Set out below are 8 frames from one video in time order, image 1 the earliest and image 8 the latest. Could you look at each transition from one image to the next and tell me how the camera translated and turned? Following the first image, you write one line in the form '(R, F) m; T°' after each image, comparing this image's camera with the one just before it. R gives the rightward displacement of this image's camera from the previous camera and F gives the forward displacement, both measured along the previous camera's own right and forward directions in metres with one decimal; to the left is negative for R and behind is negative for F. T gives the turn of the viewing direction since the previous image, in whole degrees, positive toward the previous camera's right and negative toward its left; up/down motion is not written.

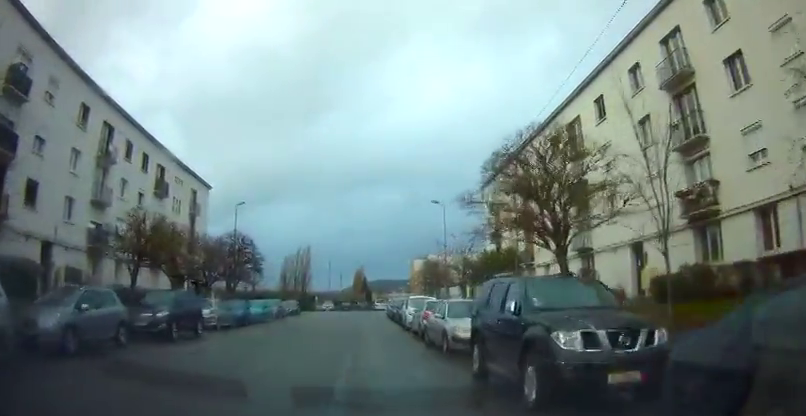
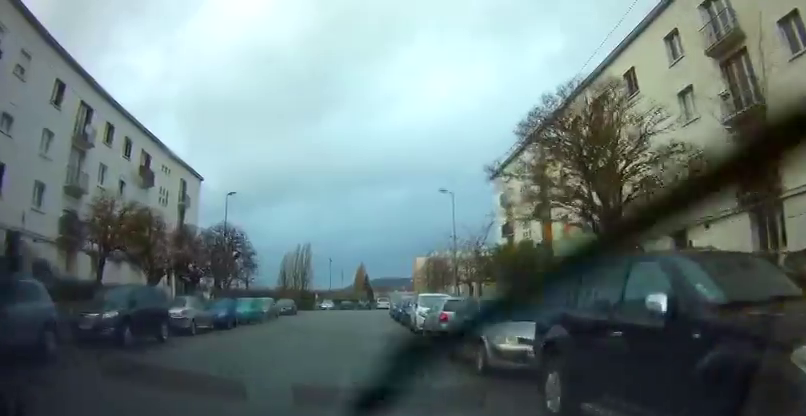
(0.0, +3.6) m; 0°
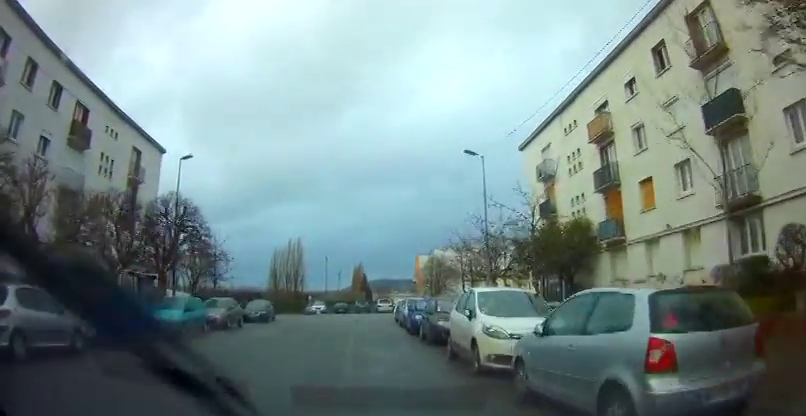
(+0.3, +10.2) m; +1°
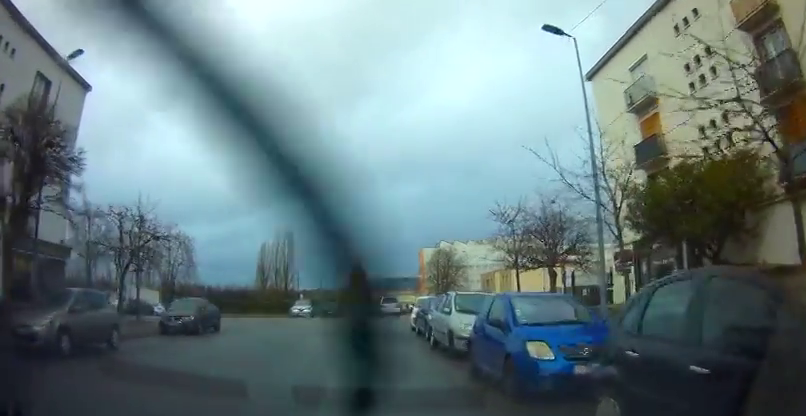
(-0.2, +14.1) m; 0°
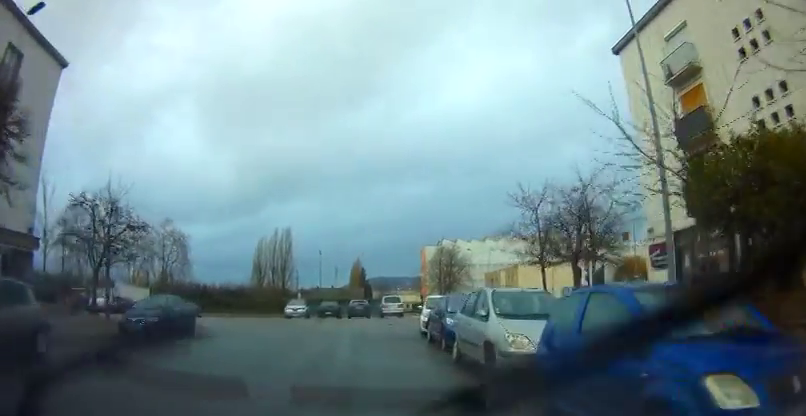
(+0.1, +3.6) m; +1°
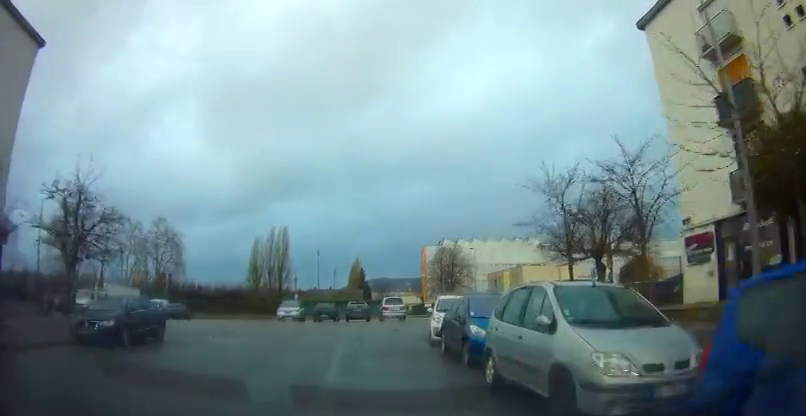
(0.0, +3.0) m; 0°
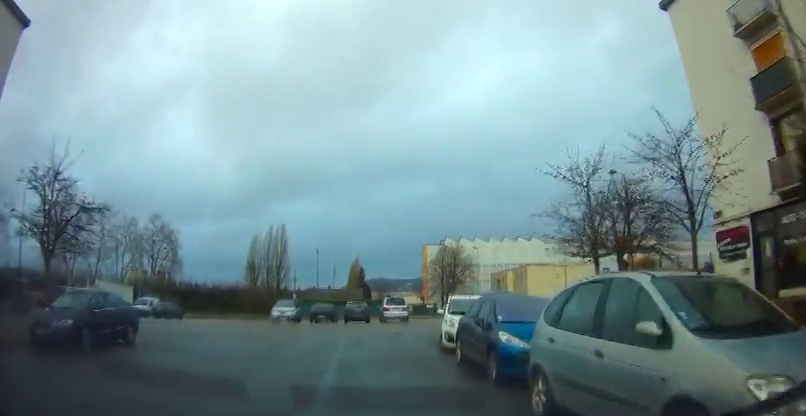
(0.0, +2.2) m; 0°
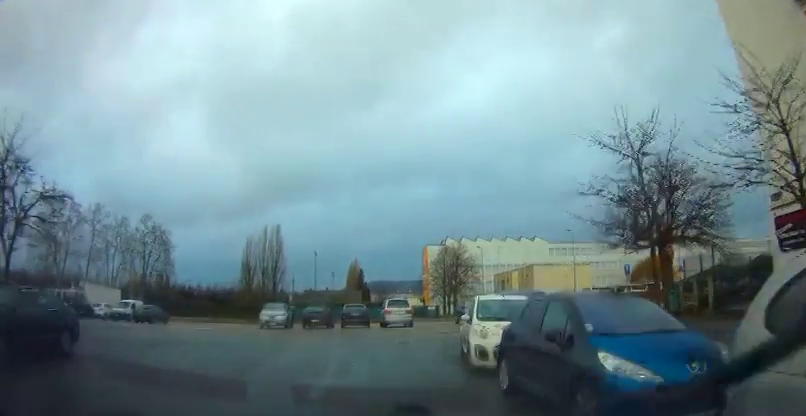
(0.0, +3.6) m; 0°
